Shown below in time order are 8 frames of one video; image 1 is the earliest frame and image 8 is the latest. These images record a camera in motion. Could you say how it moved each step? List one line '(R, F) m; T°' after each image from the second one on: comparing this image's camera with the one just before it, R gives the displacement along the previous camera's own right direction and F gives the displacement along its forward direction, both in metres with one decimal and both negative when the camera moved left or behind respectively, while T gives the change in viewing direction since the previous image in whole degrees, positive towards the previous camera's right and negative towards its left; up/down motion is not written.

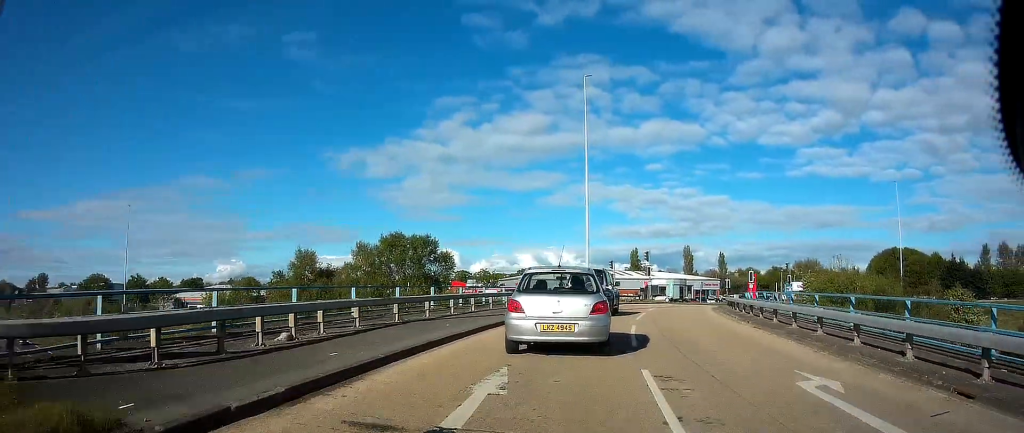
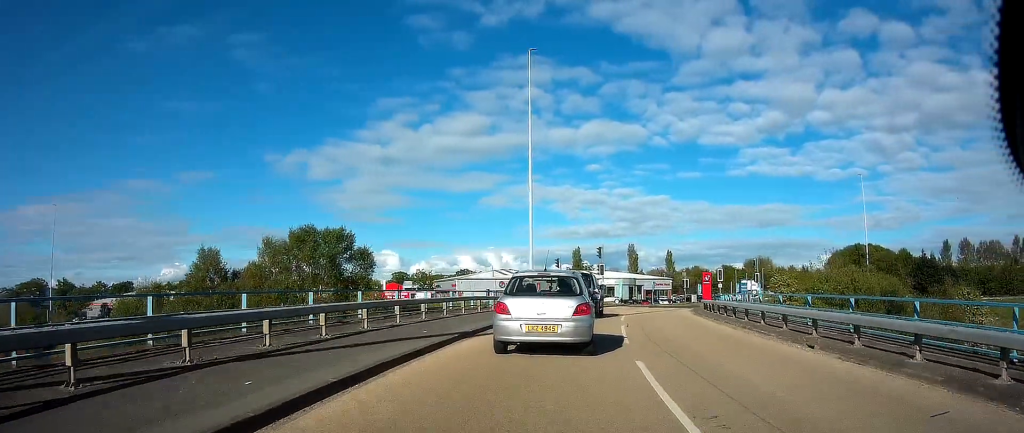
(+0.5, +8.9) m; +6°
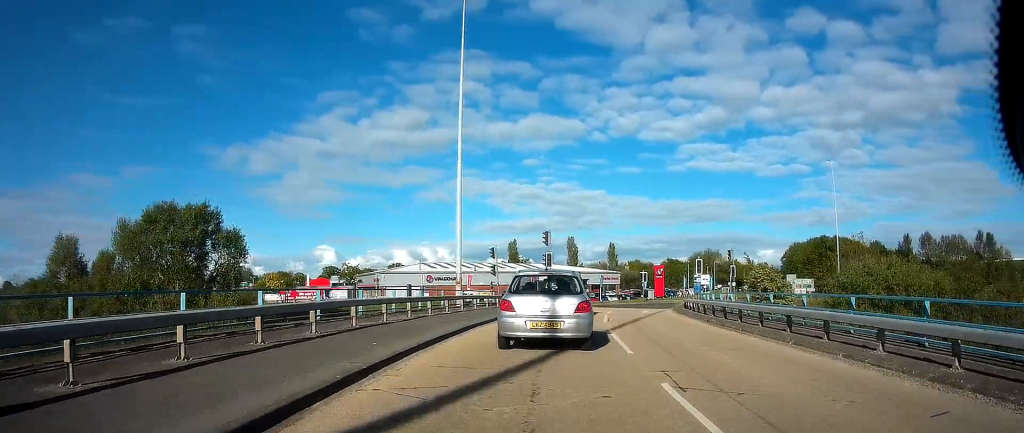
(+0.8, +12.5) m; +8°
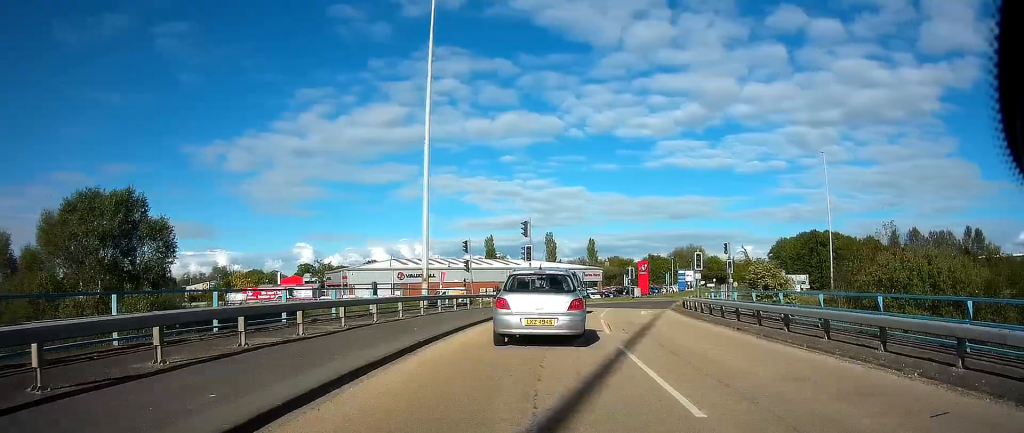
(-0.1, +5.5) m; +4°
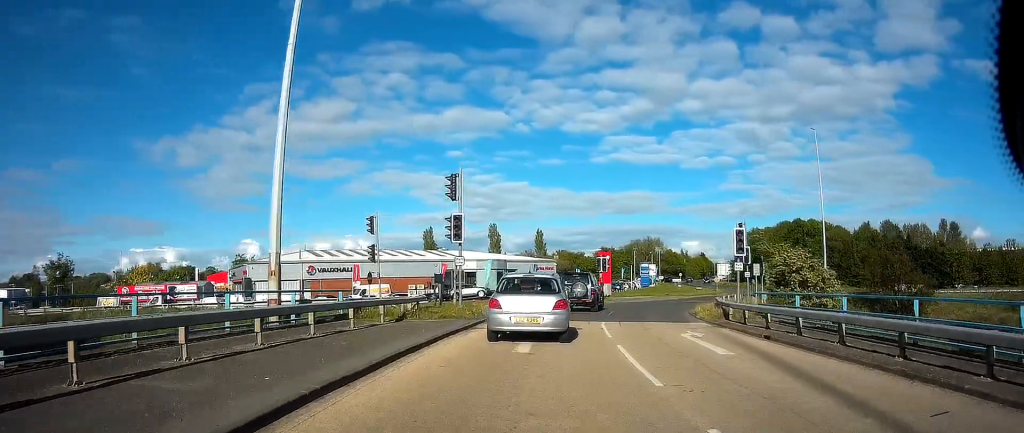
(+1.0, +17.0) m; +3°
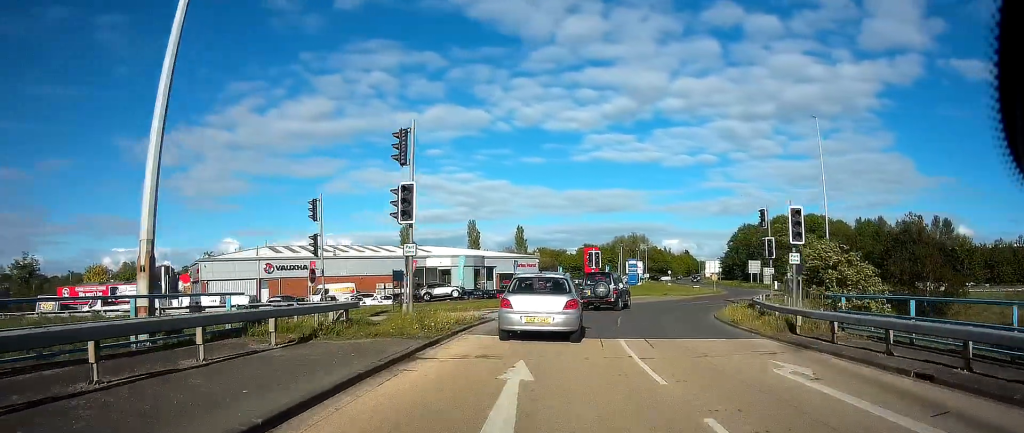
(0.0, +7.0) m; +2°
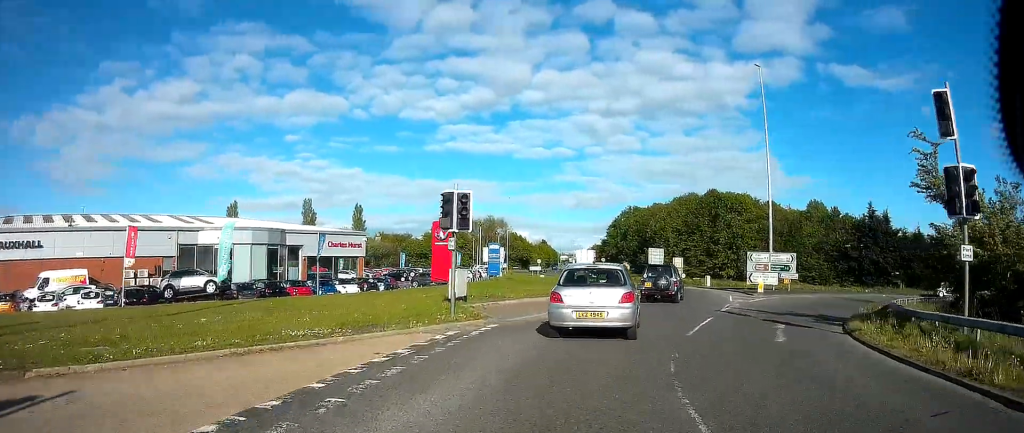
(+3.3, +23.2) m; +19°
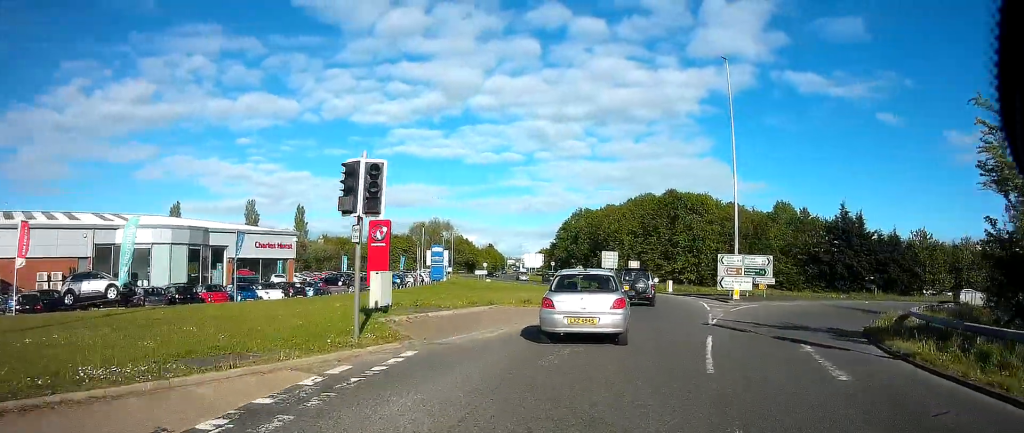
(+0.2, +4.7) m; +5°
